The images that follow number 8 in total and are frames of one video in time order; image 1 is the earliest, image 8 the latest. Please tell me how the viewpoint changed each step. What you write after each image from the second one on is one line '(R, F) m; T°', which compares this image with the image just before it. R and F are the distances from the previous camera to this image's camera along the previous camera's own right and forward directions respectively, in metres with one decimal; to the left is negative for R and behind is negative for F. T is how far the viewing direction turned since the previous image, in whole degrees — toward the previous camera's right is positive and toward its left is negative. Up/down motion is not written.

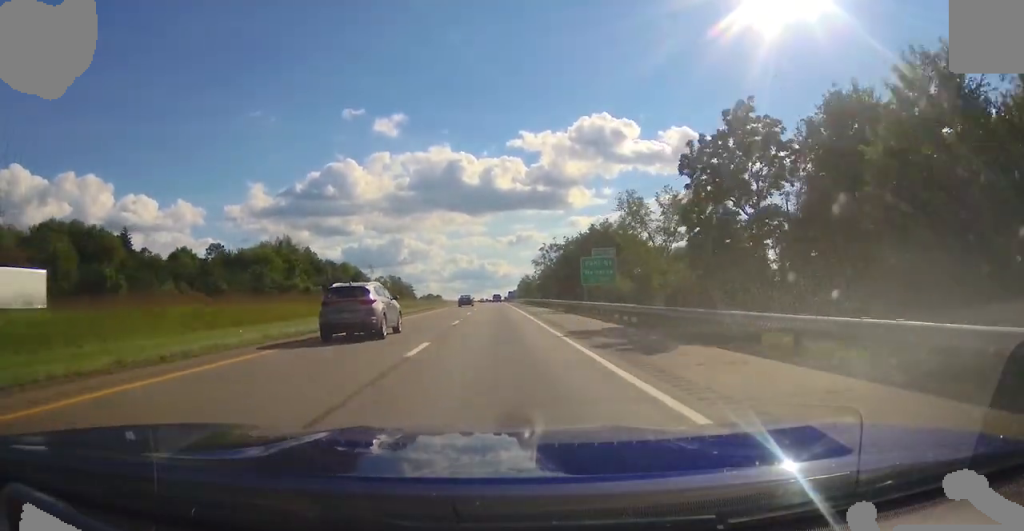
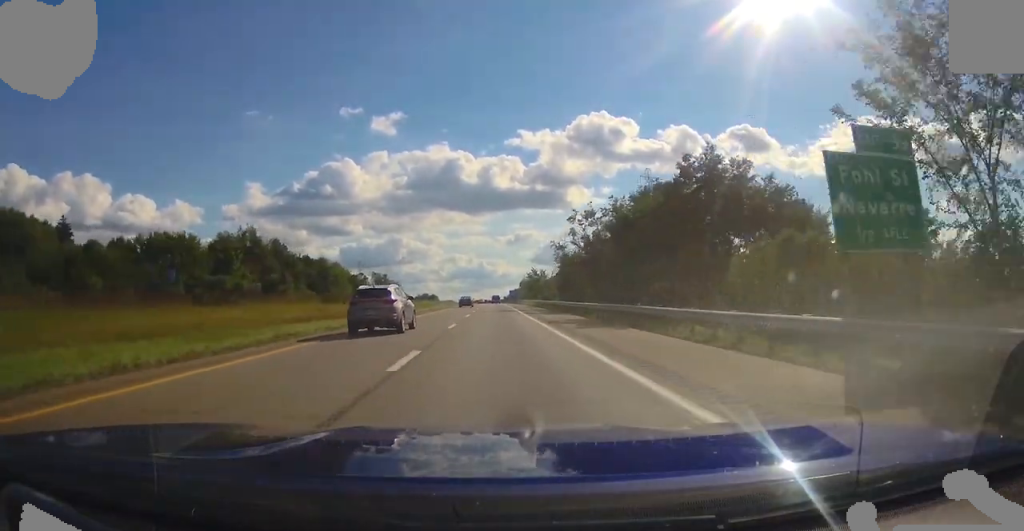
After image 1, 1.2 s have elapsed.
(0.0, +39.2) m; 0°
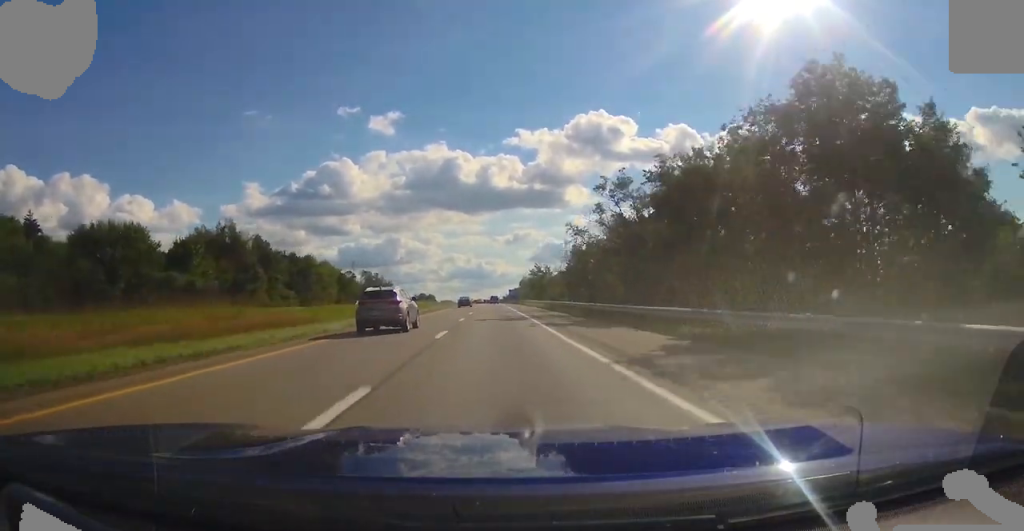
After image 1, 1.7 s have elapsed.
(0.0, +17.3) m; 0°
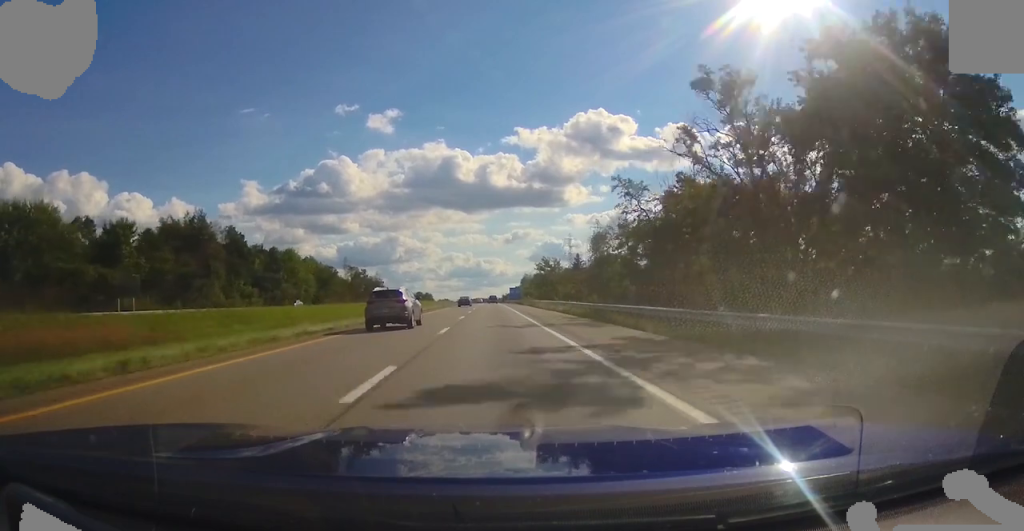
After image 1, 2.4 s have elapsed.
(+0.1, +22.8) m; 0°
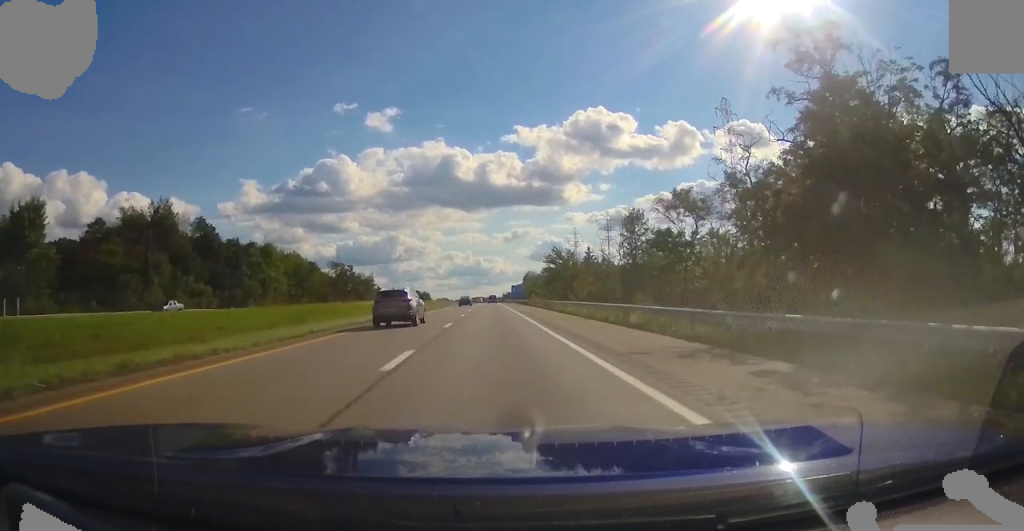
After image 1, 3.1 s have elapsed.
(+0.1, +21.7) m; 0°
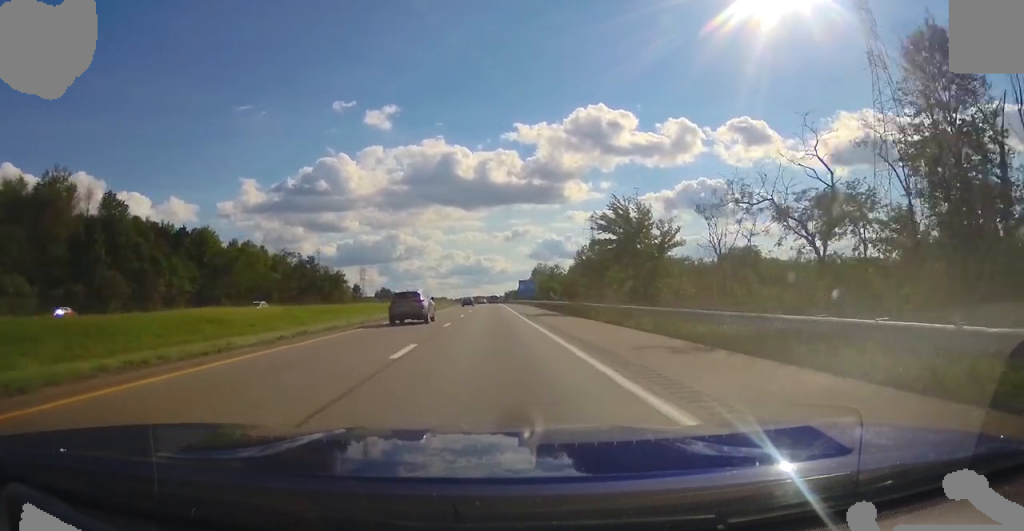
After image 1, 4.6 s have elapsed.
(-0.4, +47.6) m; 0°
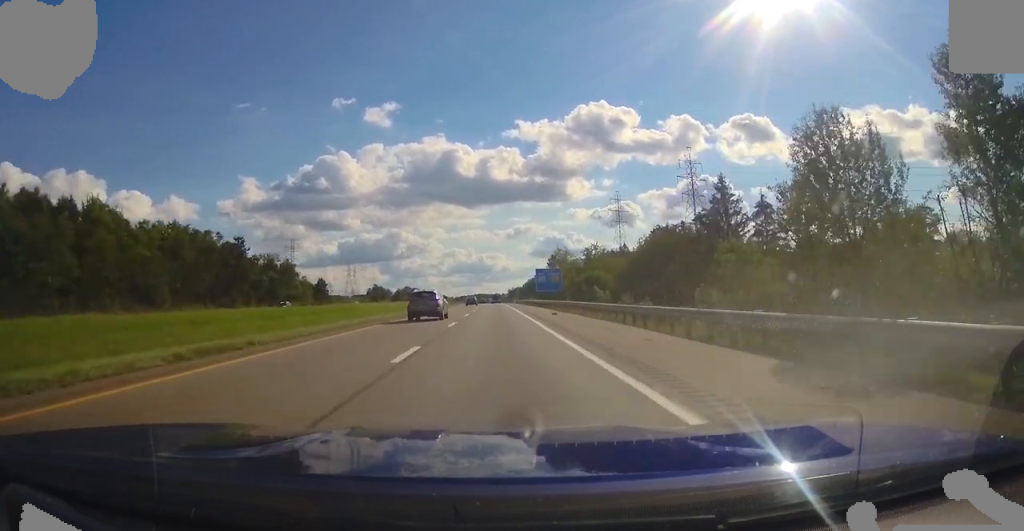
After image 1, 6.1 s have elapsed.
(0.0, +49.4) m; 0°
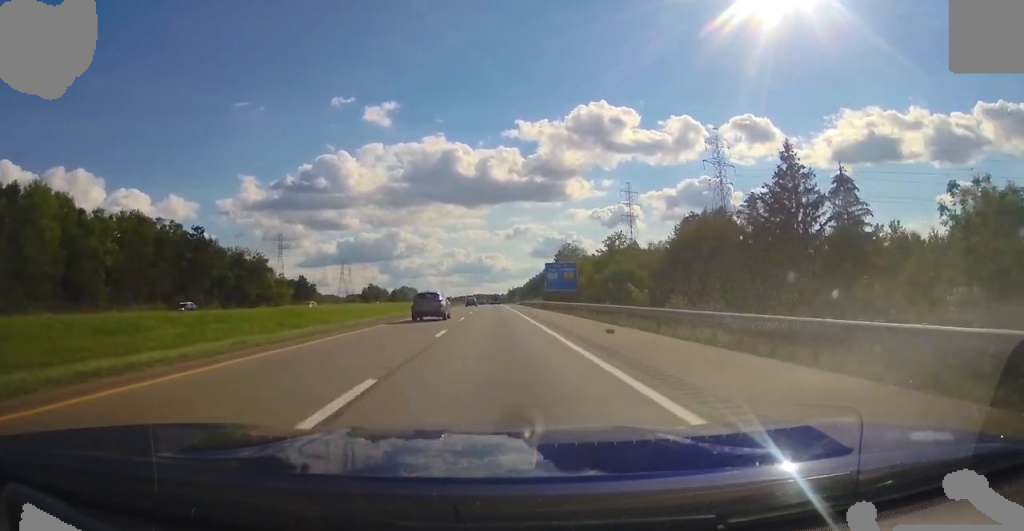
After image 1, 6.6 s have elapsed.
(0.0, +17.3) m; 0°
